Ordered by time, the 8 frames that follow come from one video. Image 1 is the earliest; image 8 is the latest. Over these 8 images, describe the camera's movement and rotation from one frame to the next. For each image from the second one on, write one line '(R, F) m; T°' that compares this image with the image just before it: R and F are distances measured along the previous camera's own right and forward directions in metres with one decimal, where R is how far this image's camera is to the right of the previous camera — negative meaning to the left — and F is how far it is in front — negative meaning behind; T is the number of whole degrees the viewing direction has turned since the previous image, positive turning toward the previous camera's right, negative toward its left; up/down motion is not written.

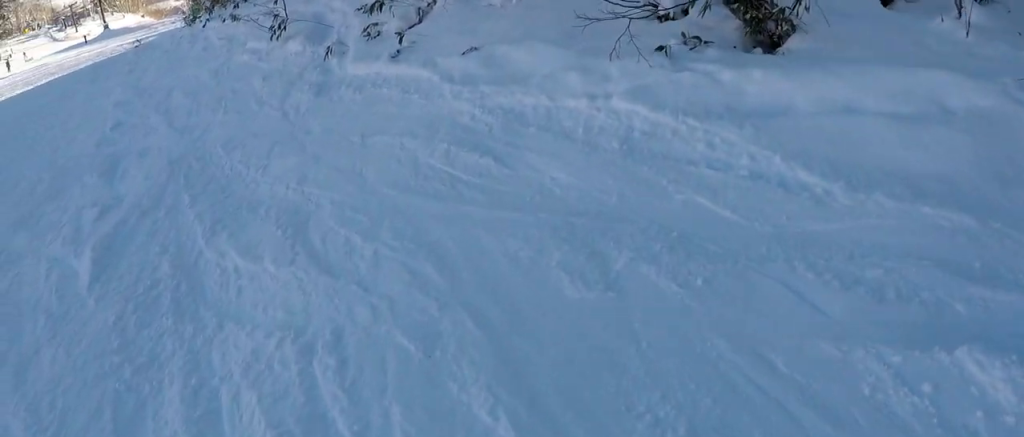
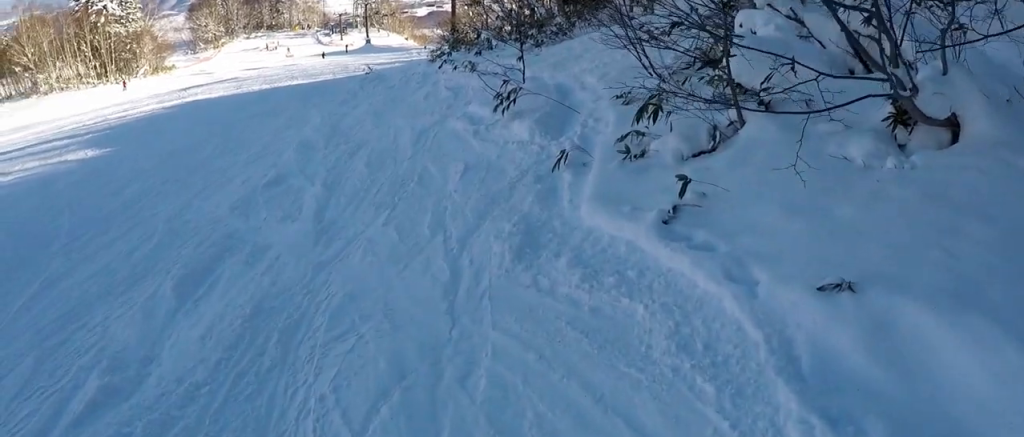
(-0.4, +5.4) m; -13°
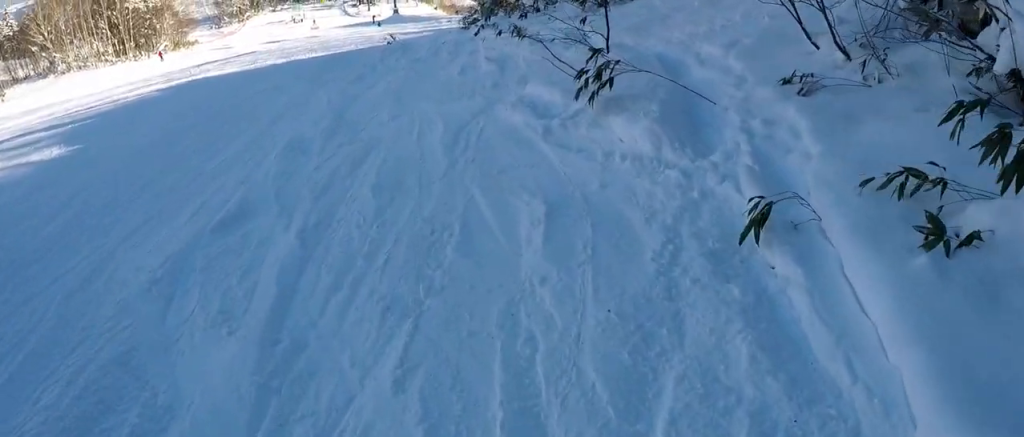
(-0.9, +3.8) m; -4°
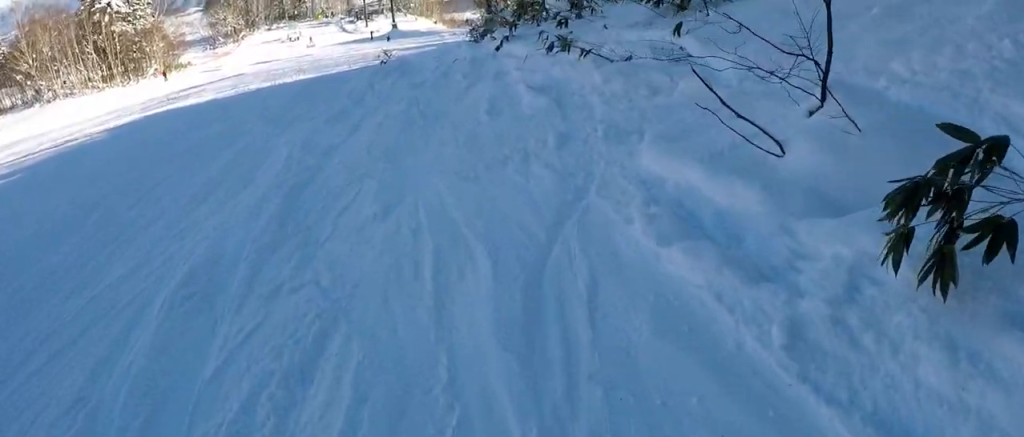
(+0.5, +4.0) m; -2°
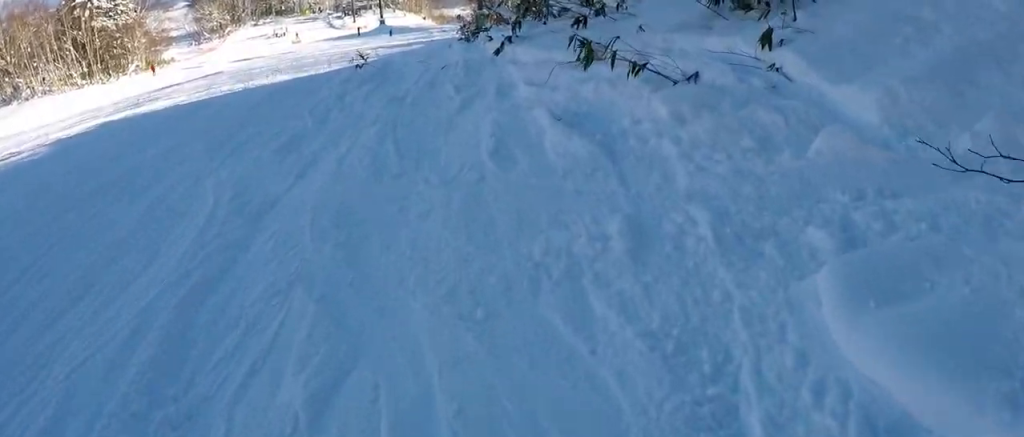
(0.0, +2.2) m; -4°
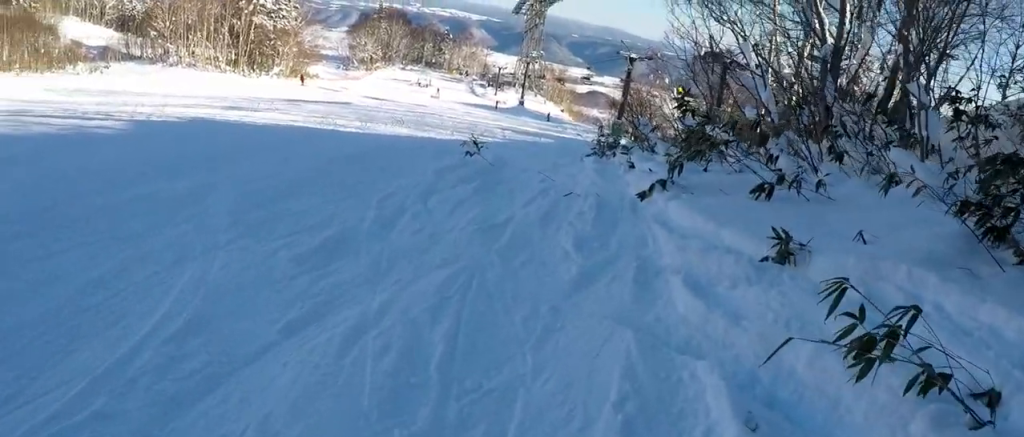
(-0.6, +2.4) m; -10°
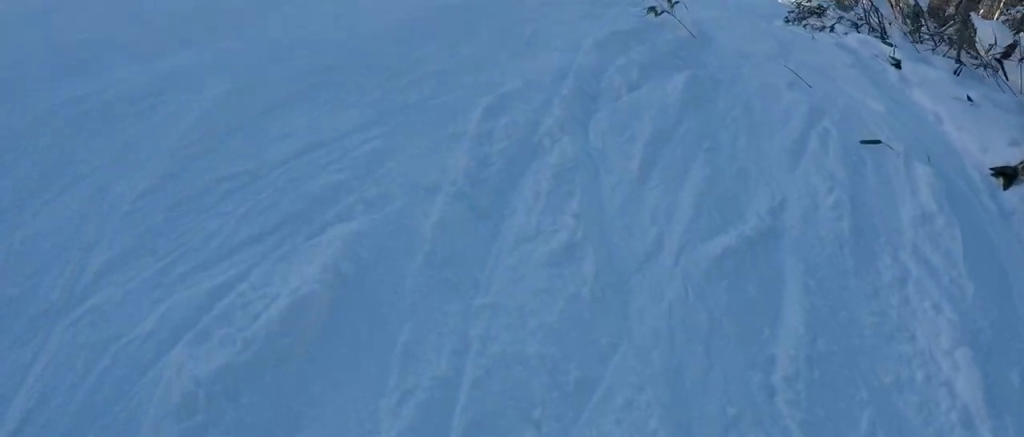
(-0.3, +3.5) m; +5°
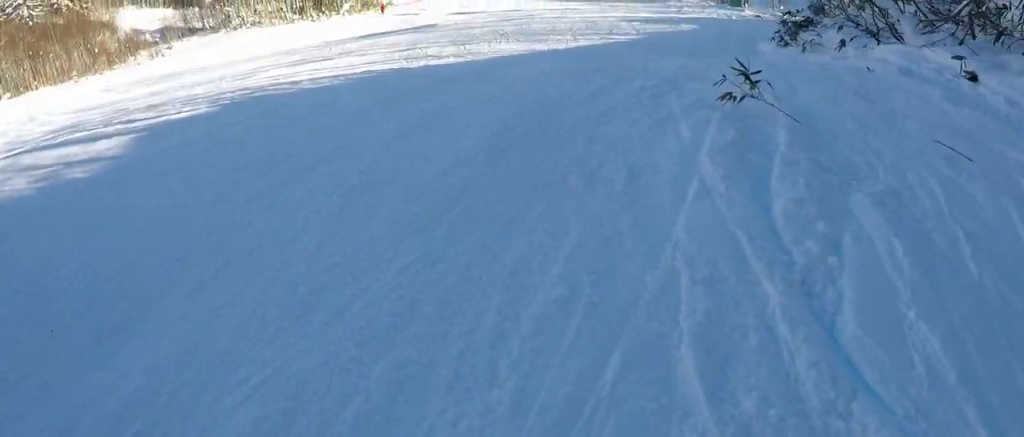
(-0.1, +2.2) m; +7°
